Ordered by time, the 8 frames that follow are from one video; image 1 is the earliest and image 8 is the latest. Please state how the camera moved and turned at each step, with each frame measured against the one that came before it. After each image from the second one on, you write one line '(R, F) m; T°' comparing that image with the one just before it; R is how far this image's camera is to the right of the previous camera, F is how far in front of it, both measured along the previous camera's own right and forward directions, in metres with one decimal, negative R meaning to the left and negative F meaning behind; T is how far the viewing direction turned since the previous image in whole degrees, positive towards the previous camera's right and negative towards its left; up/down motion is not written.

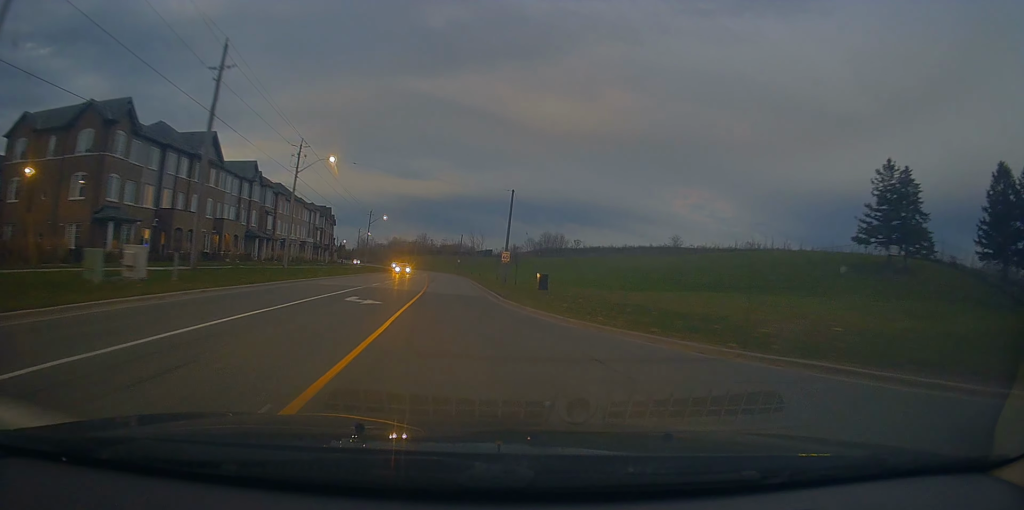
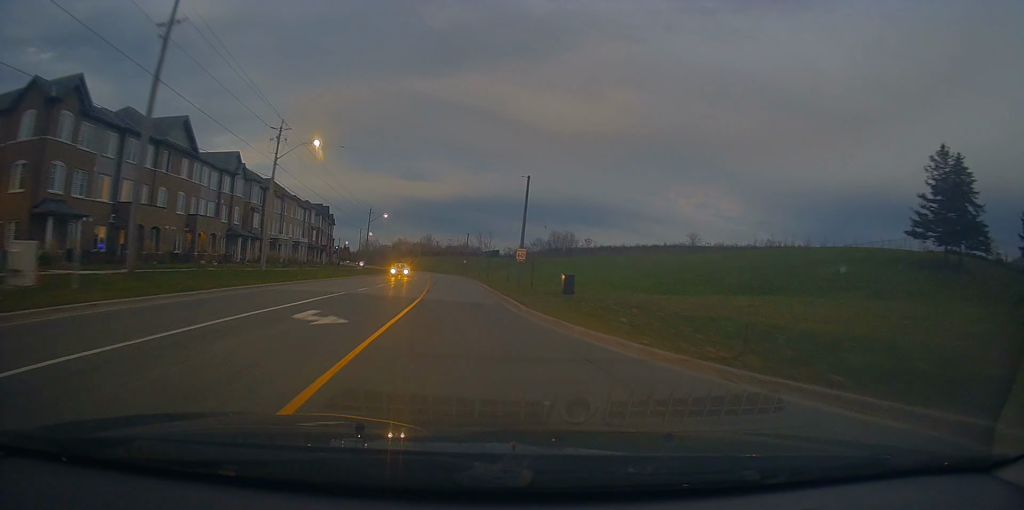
(0.0, +6.9) m; -2°
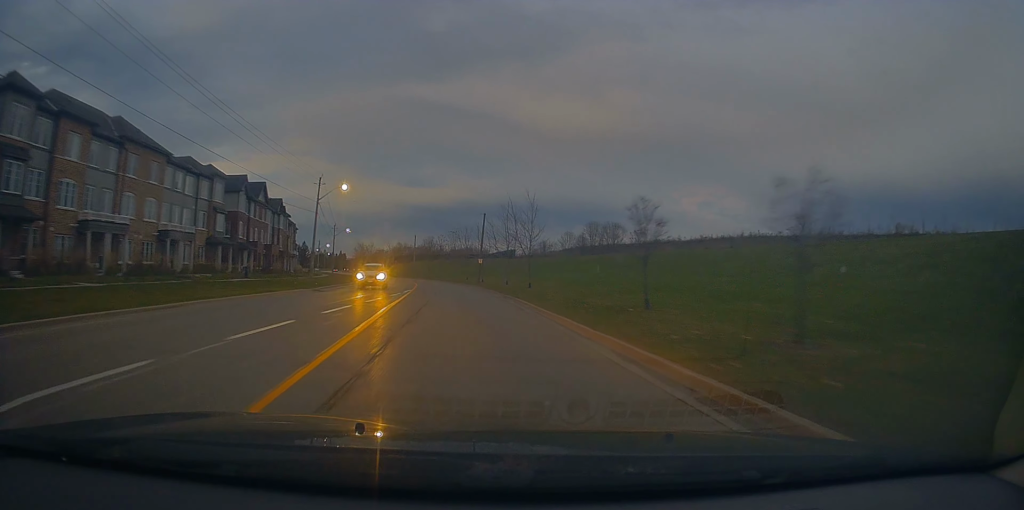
(-1.1, +40.9) m; 0°
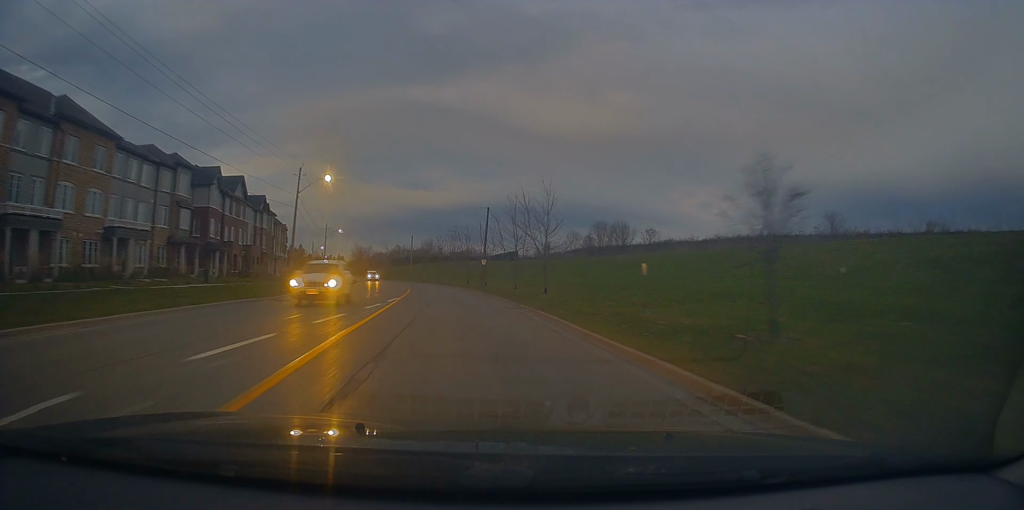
(-0.2, +7.6) m; 0°
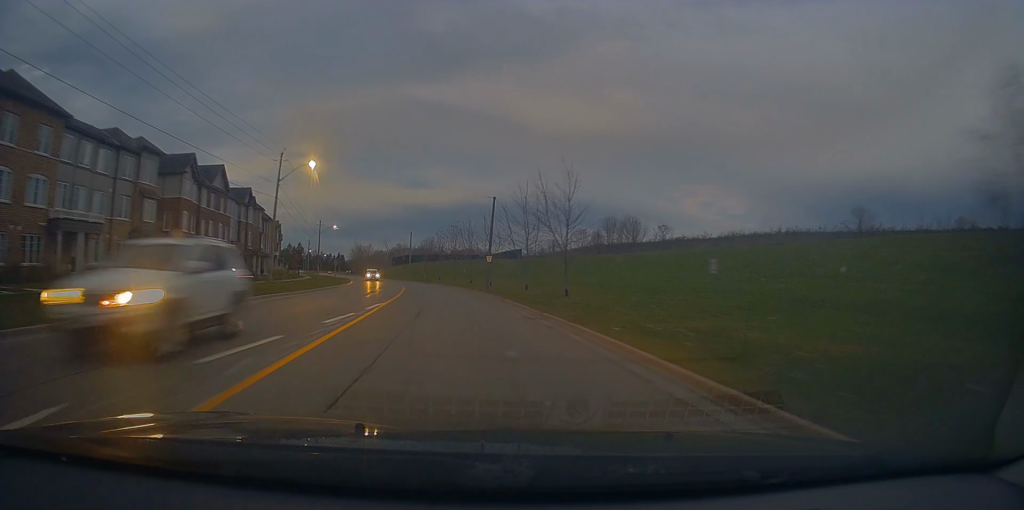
(+0.3, +6.3) m; 0°
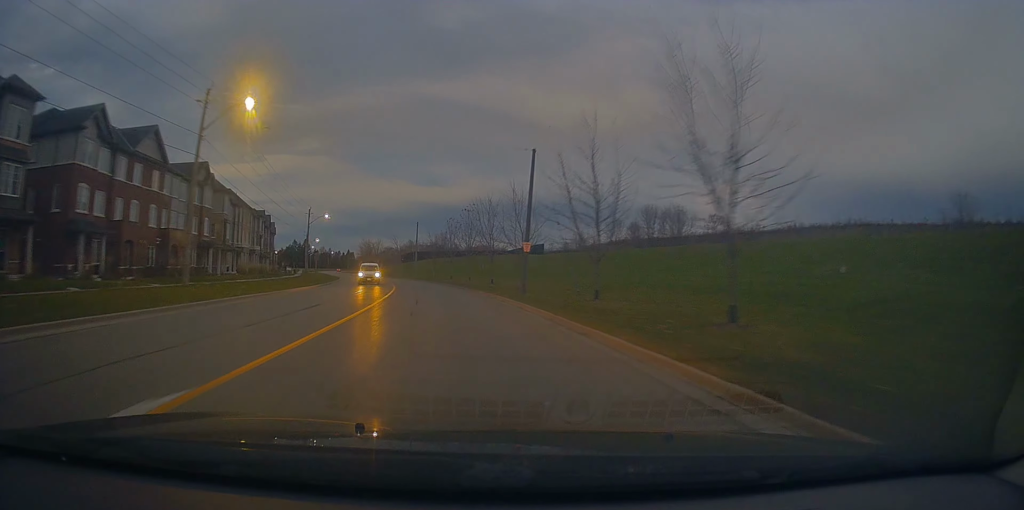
(-0.2, +16.9) m; -2°
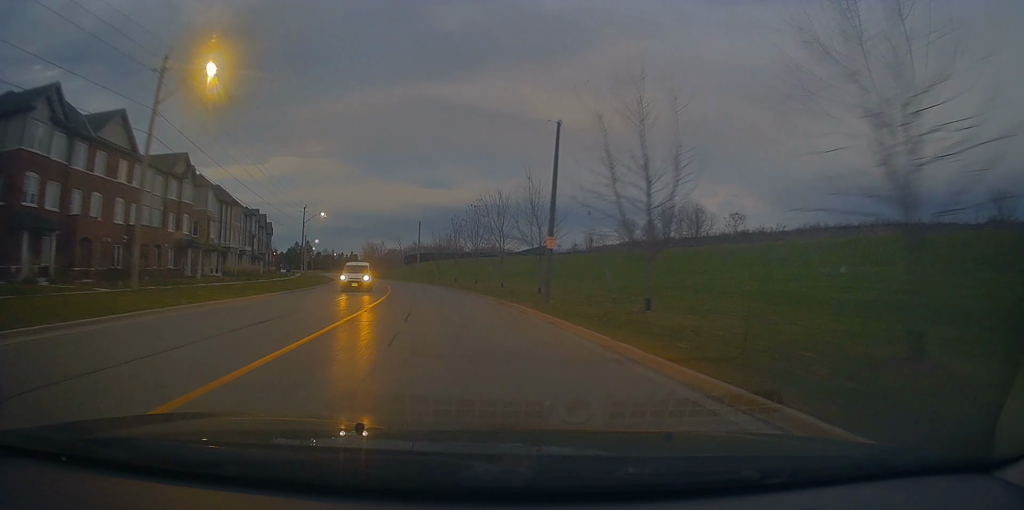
(-0.1, +5.7) m; -1°
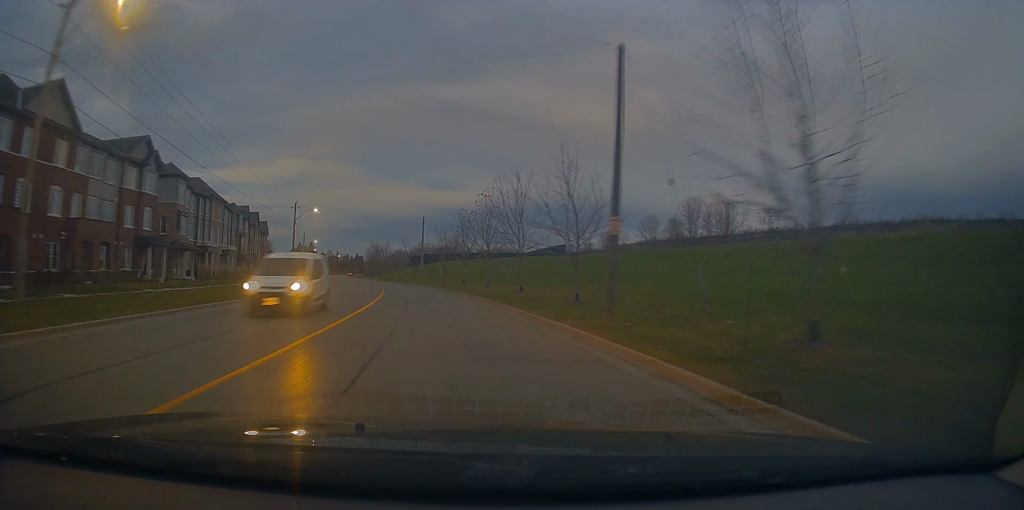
(-0.1, +8.2) m; 0°
